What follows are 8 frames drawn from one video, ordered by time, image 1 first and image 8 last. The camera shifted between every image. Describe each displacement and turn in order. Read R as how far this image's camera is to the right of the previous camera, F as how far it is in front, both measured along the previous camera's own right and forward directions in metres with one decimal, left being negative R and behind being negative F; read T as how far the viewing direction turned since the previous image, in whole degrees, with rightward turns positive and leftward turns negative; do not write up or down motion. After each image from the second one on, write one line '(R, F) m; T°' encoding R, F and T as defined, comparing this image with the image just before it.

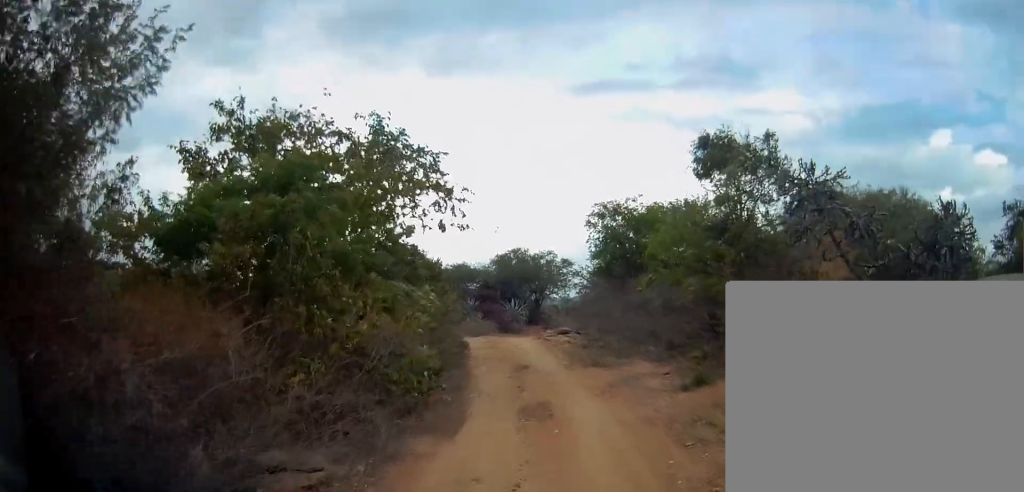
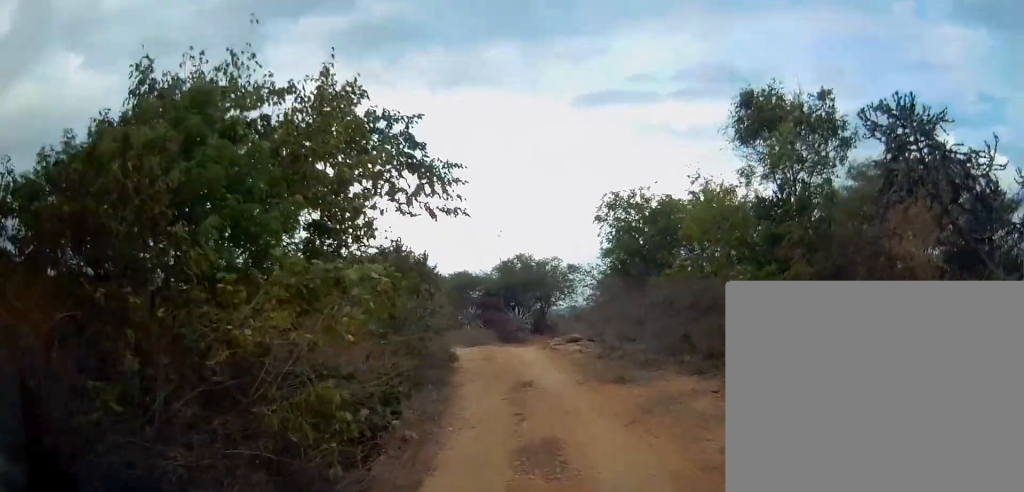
(0.0, +3.3) m; 0°
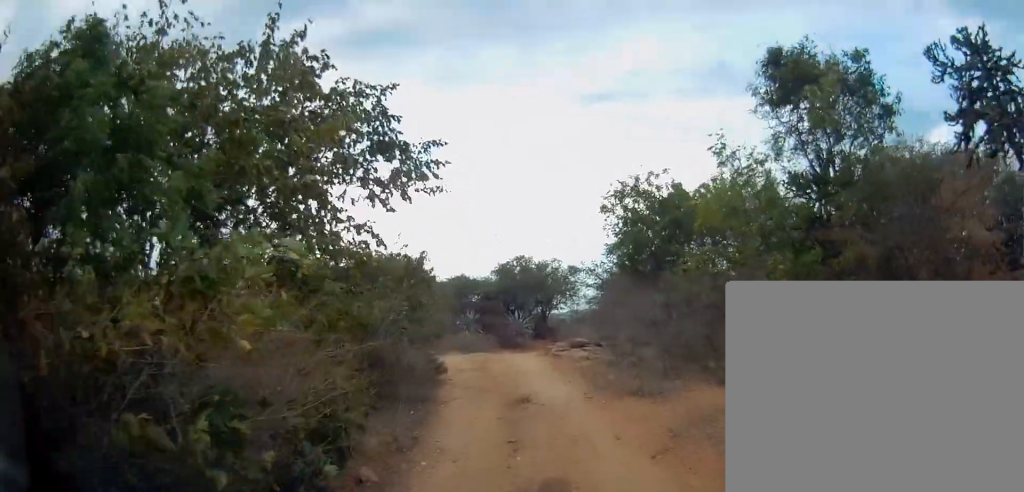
(0.0, +1.8) m; -1°
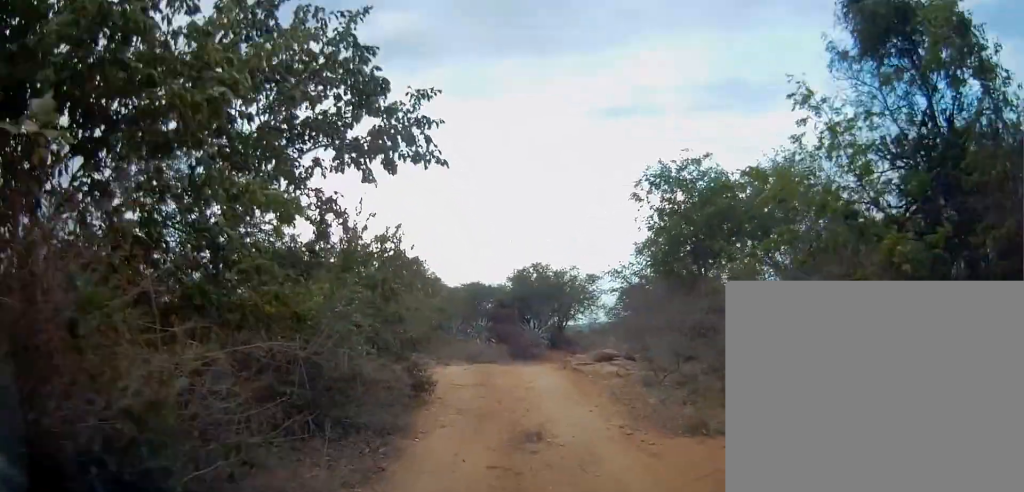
(0.0, +2.7) m; -1°
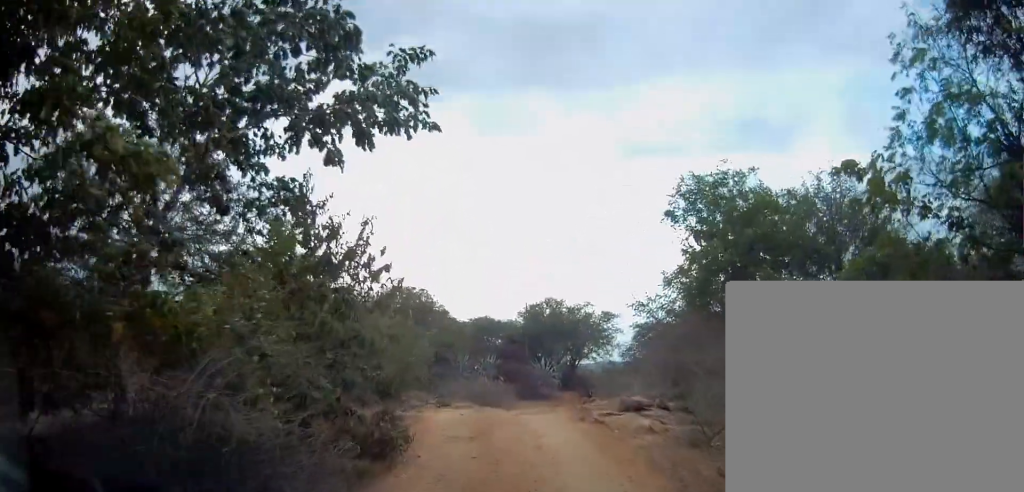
(0.0, +2.3) m; -1°
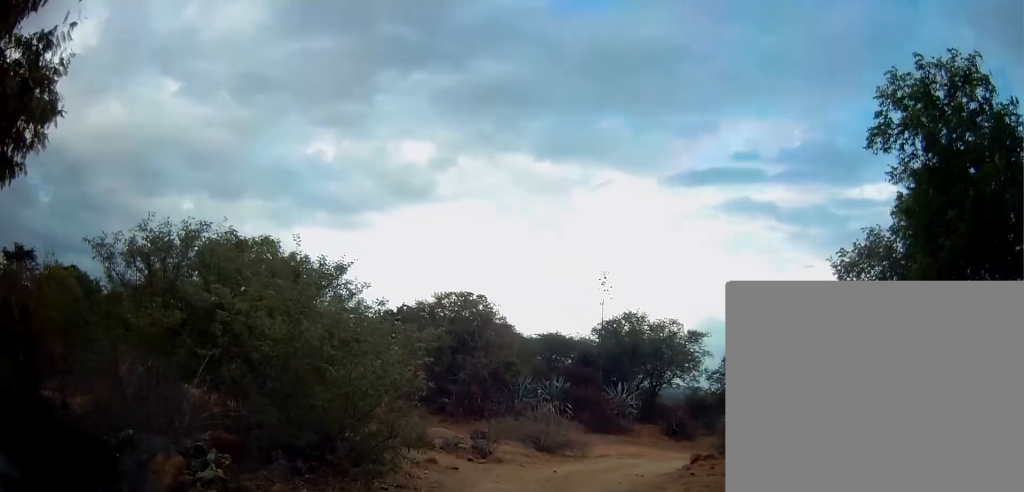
(-0.6, +6.7) m; -11°
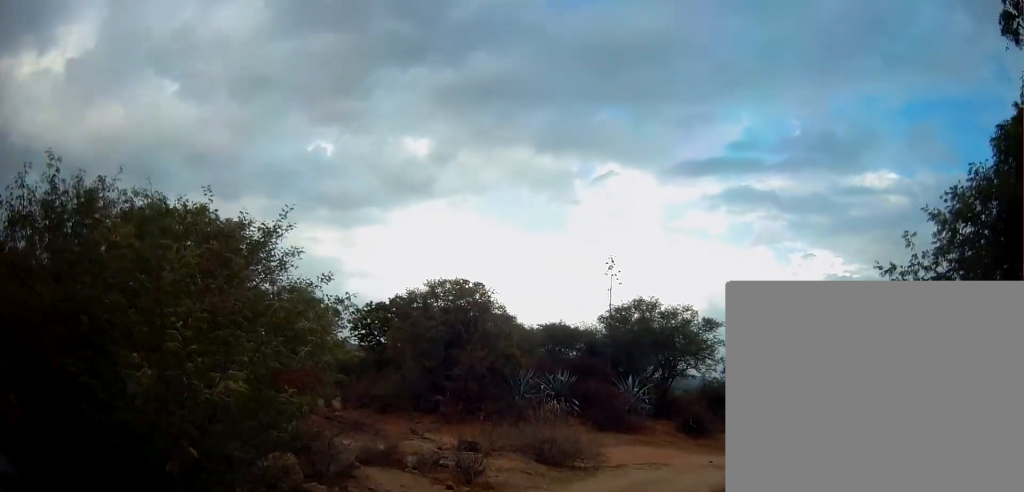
(0.0, +2.9) m; 0°
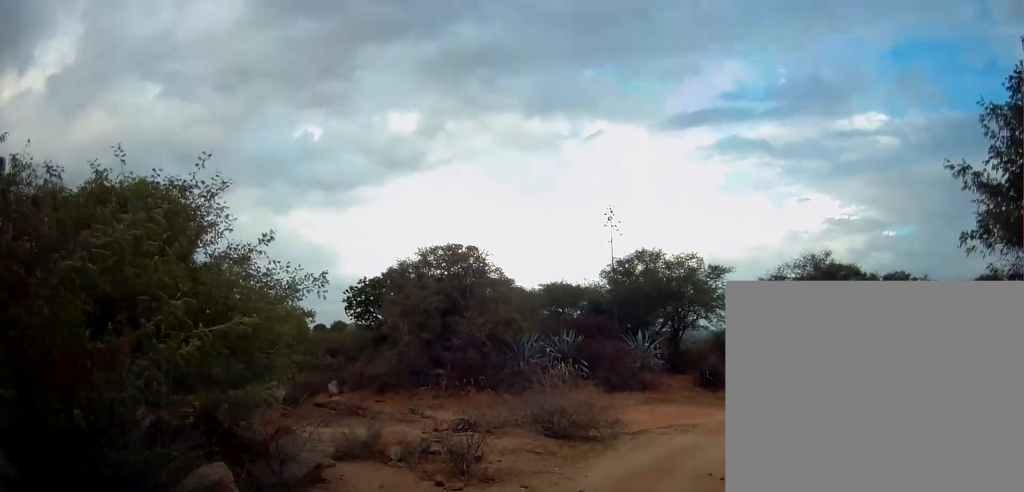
(0.0, +1.8) m; 0°
